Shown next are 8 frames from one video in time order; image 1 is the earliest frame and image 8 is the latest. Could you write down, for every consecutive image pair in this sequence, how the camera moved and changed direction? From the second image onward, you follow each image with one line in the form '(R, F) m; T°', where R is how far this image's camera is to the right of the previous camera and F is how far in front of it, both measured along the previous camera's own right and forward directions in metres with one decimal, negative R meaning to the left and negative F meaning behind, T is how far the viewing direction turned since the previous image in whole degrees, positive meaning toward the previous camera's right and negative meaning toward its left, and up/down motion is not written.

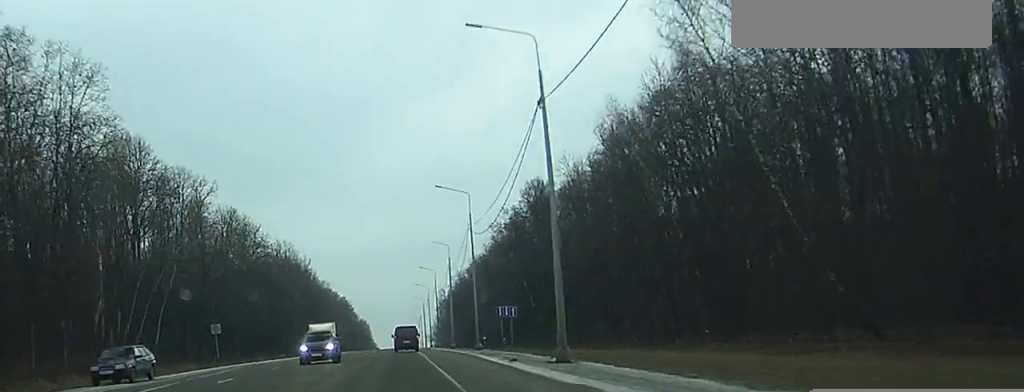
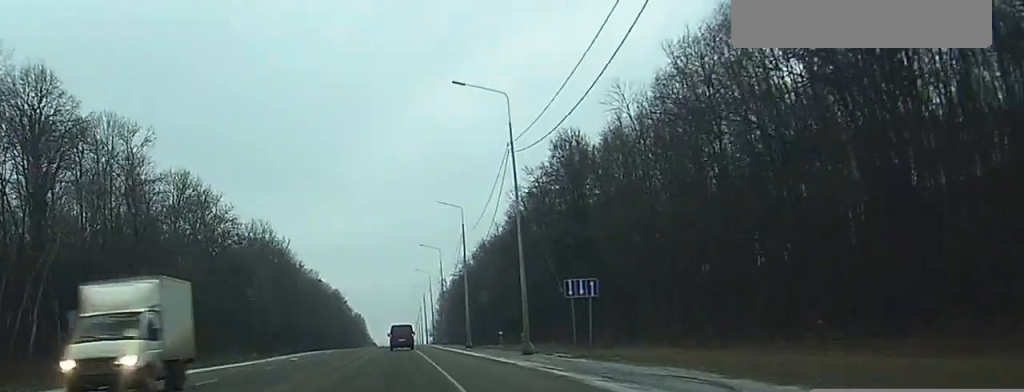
(-0.1, +26.9) m; 0°
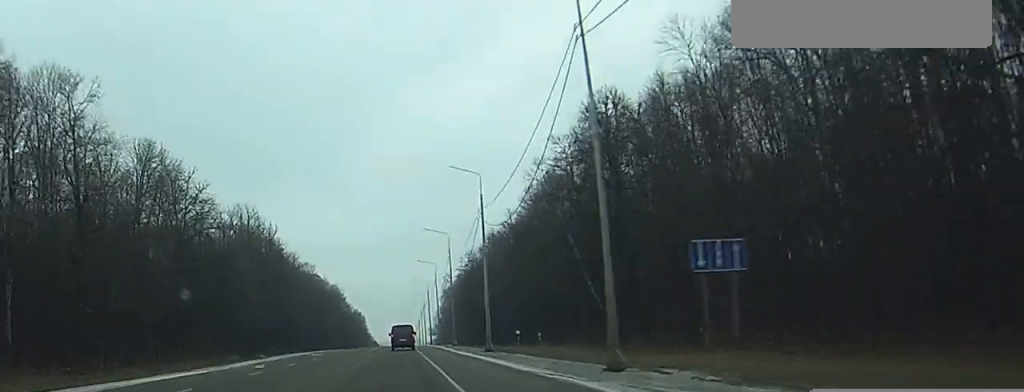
(0.0, +15.8) m; 0°
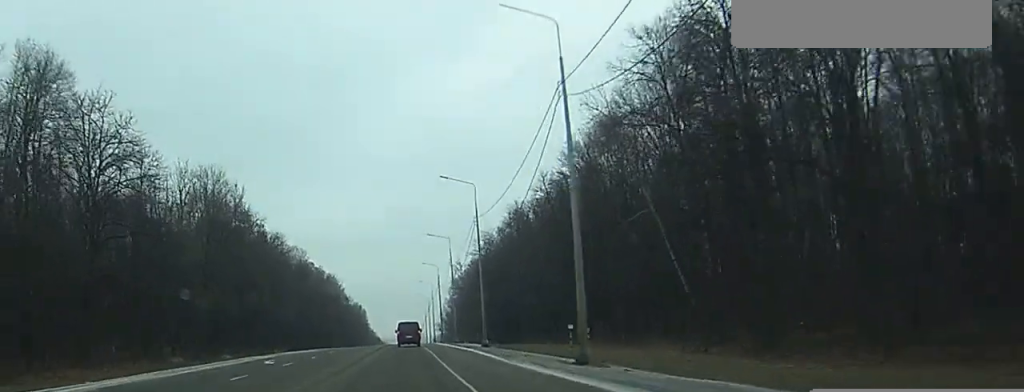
(0.0, +29.2) m; 0°
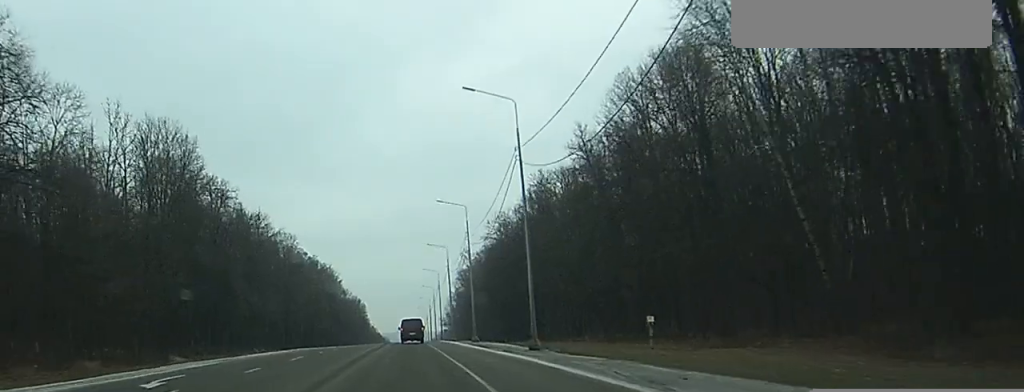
(-0.1, +22.9) m; 0°
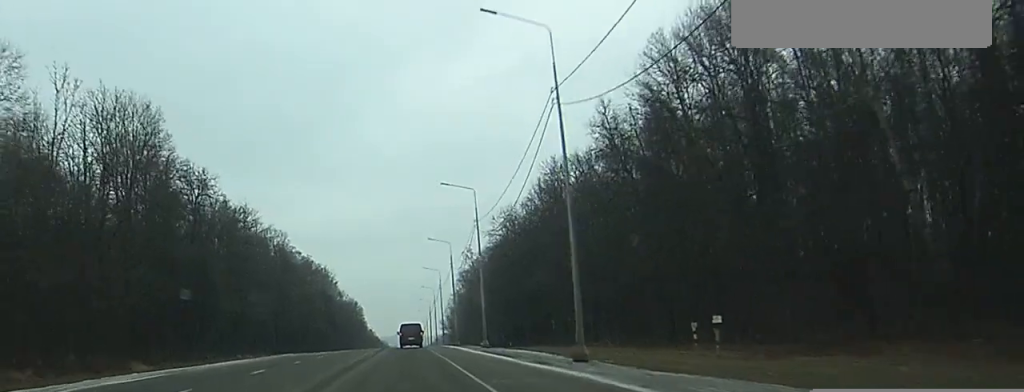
(0.0, +10.9) m; 0°
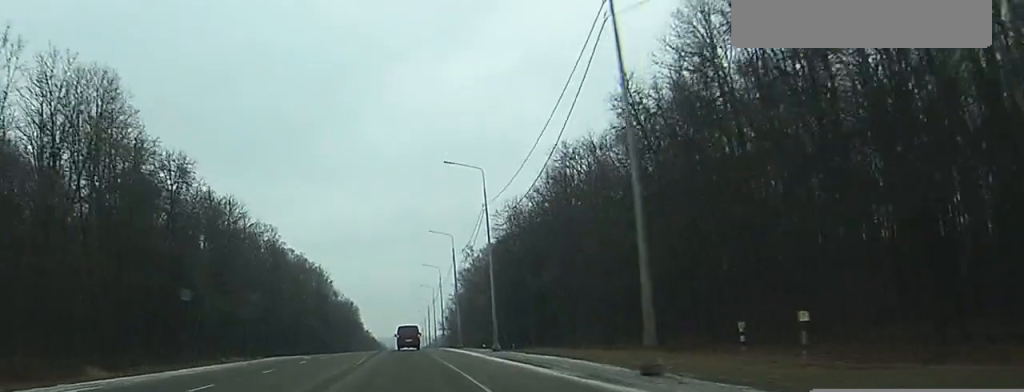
(0.0, +8.9) m; 0°
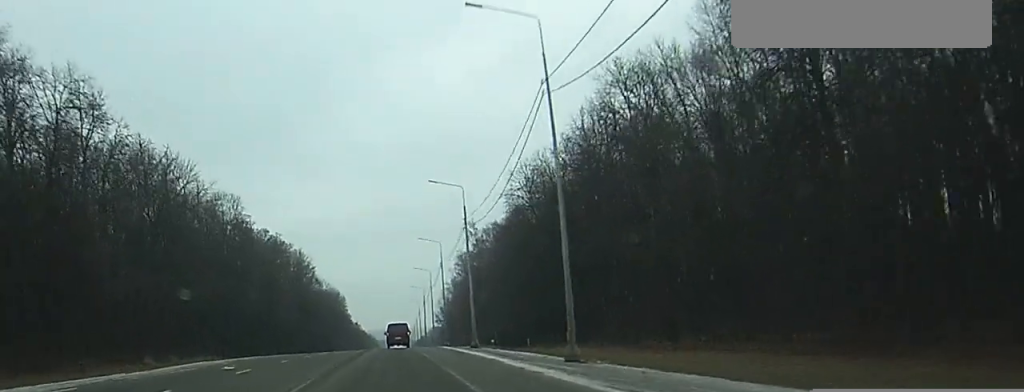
(+0.2, +27.5) m; 0°
